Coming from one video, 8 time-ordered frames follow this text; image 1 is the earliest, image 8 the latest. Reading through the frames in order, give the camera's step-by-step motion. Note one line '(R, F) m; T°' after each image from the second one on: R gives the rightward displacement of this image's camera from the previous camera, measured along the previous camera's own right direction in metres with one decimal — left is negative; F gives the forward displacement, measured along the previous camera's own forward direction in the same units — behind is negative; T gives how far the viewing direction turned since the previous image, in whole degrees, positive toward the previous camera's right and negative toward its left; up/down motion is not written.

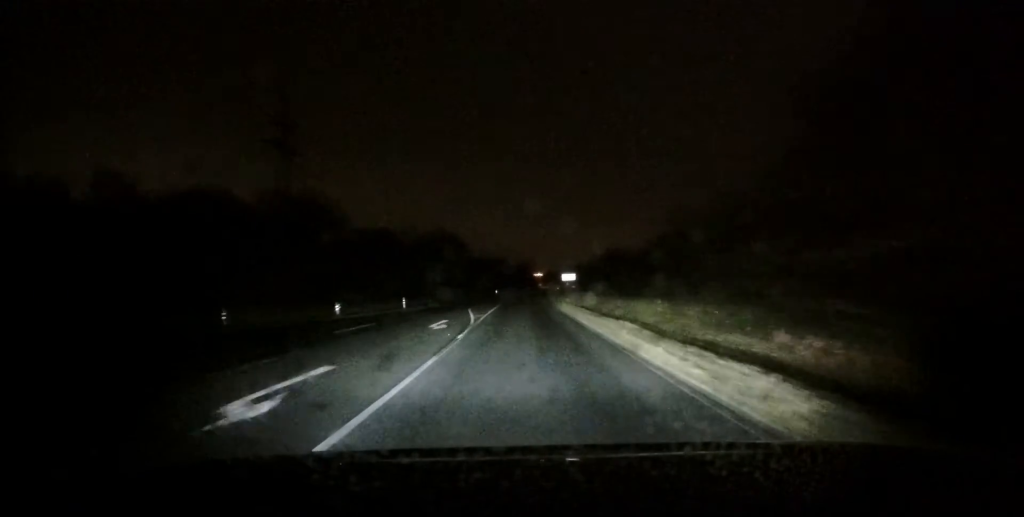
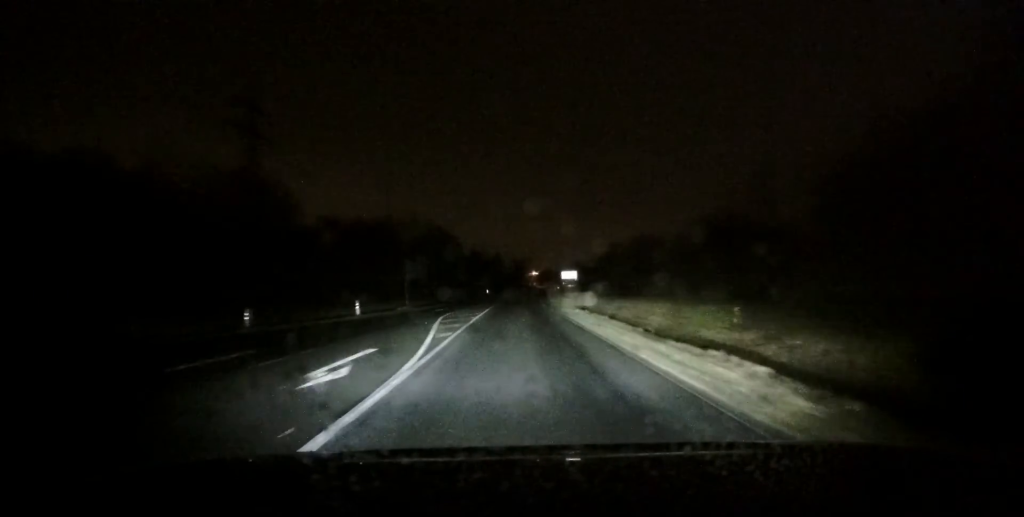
(+0.1, +11.1) m; +1°
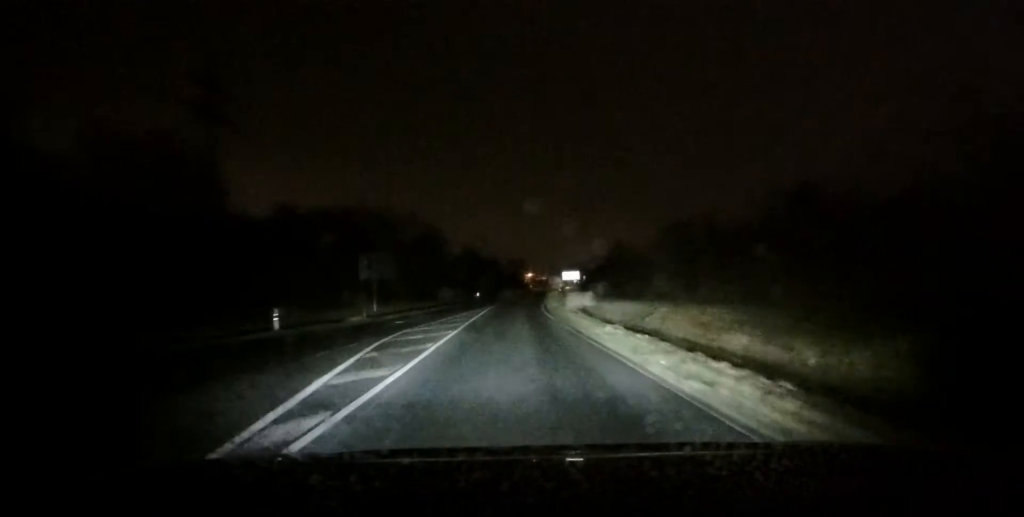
(0.0, +10.3) m; 0°
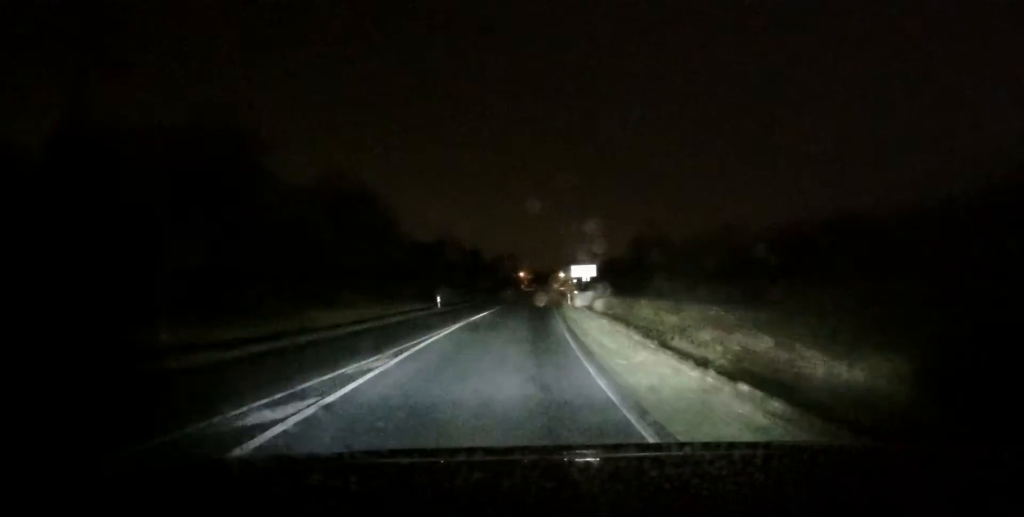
(+0.1, +26.2) m; +2°
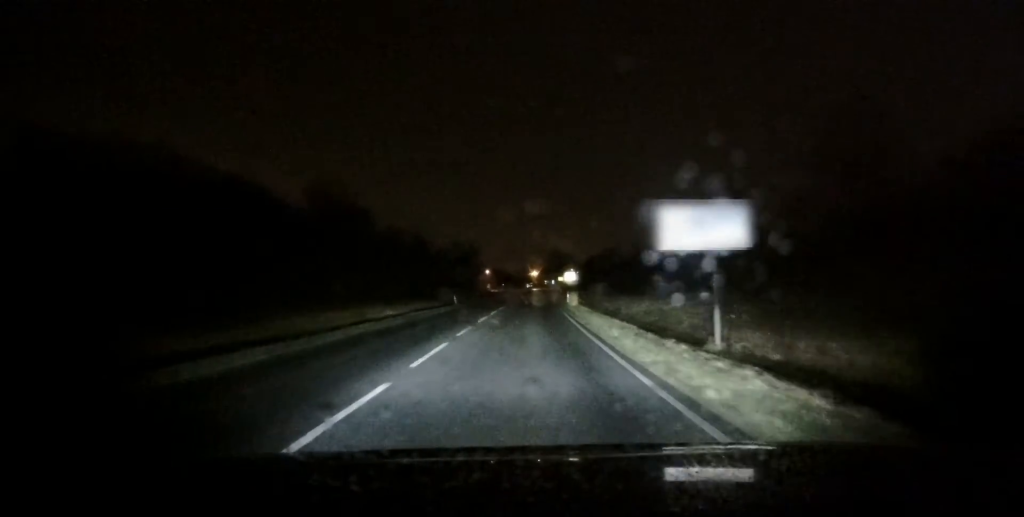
(+1.4, +42.2) m; +2°
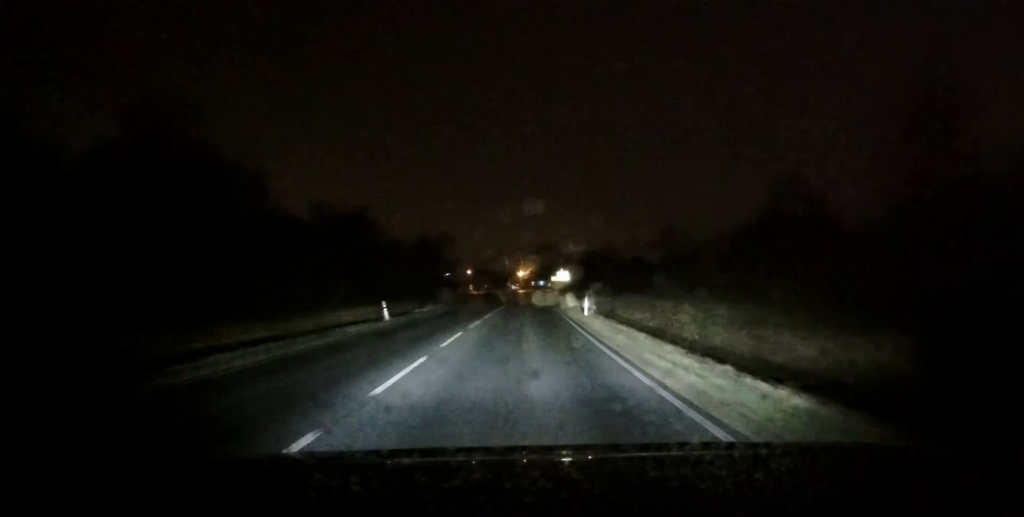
(+0.2, +20.0) m; +1°
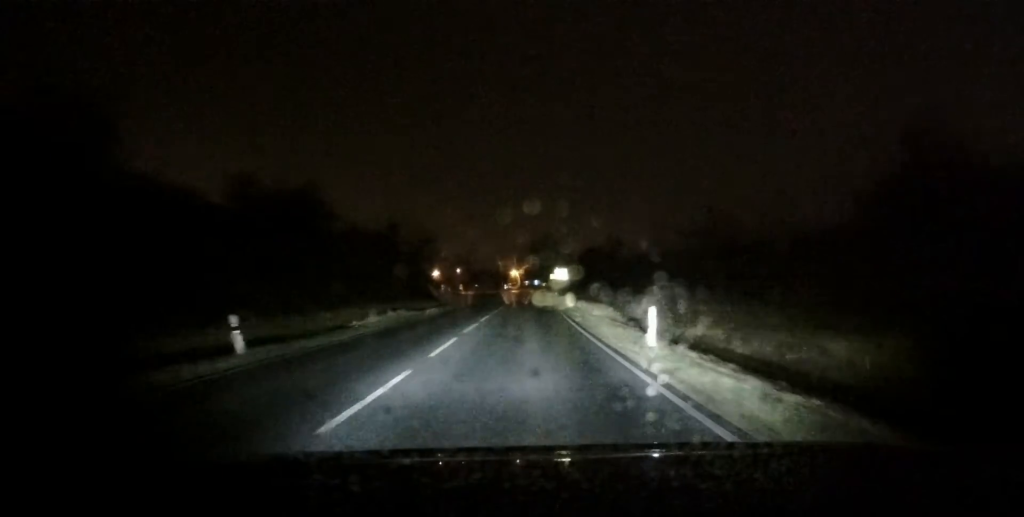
(+0.2, +13.7) m; +1°
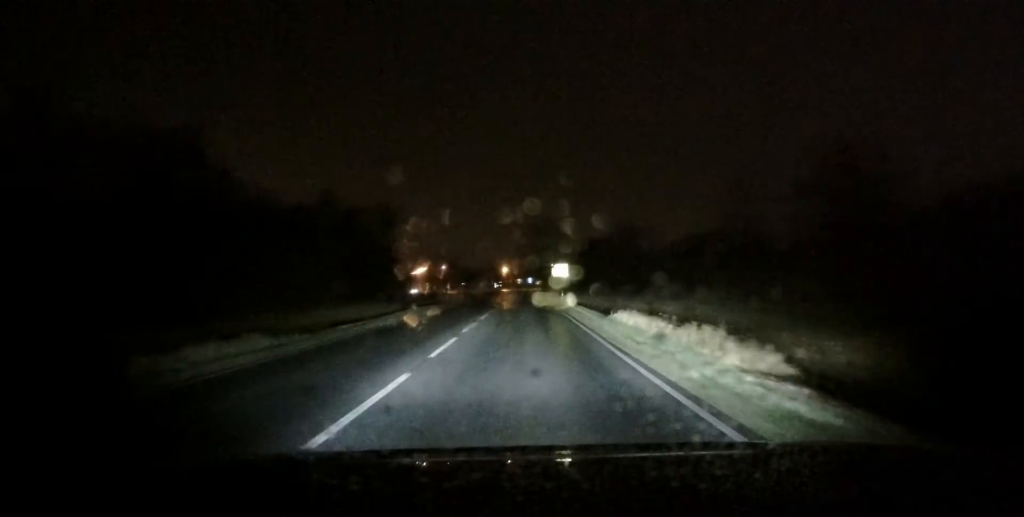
(0.0, +18.0) m; +1°
